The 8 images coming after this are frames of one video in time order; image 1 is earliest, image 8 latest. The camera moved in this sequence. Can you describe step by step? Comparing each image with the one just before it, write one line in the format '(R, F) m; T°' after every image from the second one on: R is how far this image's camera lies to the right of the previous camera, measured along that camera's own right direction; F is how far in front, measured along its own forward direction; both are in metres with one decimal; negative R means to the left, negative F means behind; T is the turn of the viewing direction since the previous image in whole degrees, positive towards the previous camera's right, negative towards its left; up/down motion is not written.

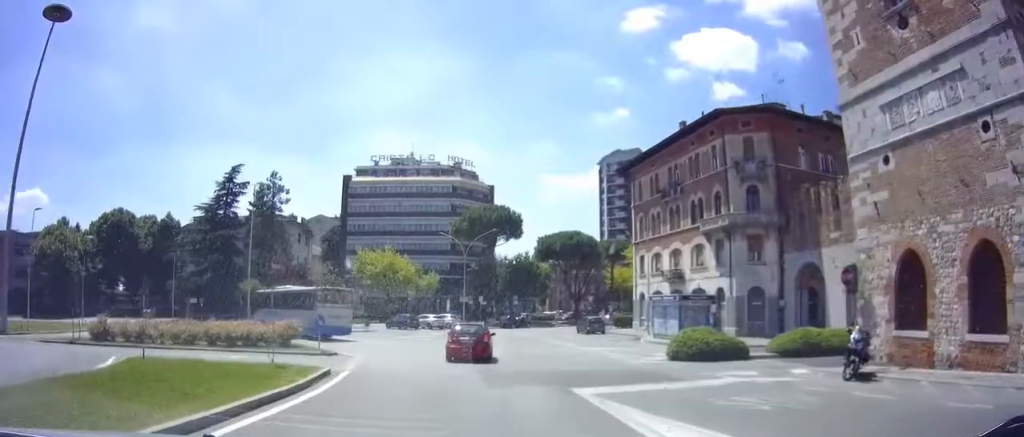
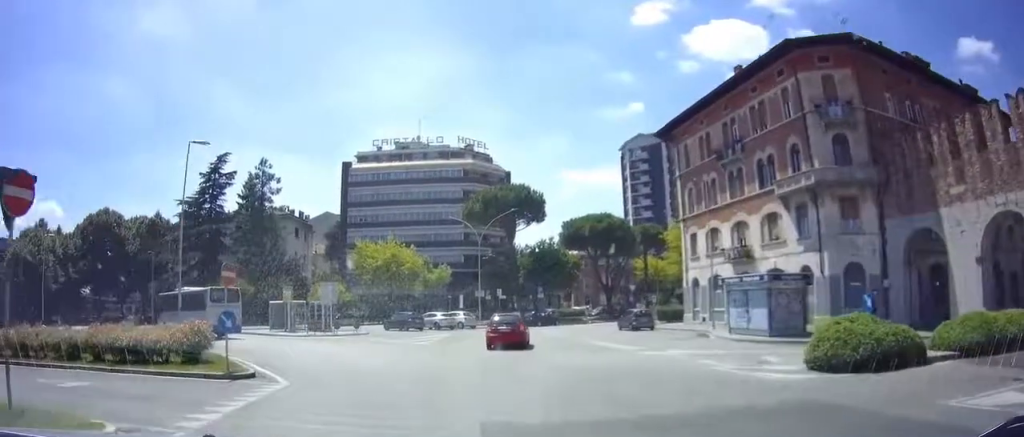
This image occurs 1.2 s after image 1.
(-0.3, +9.7) m; -5°
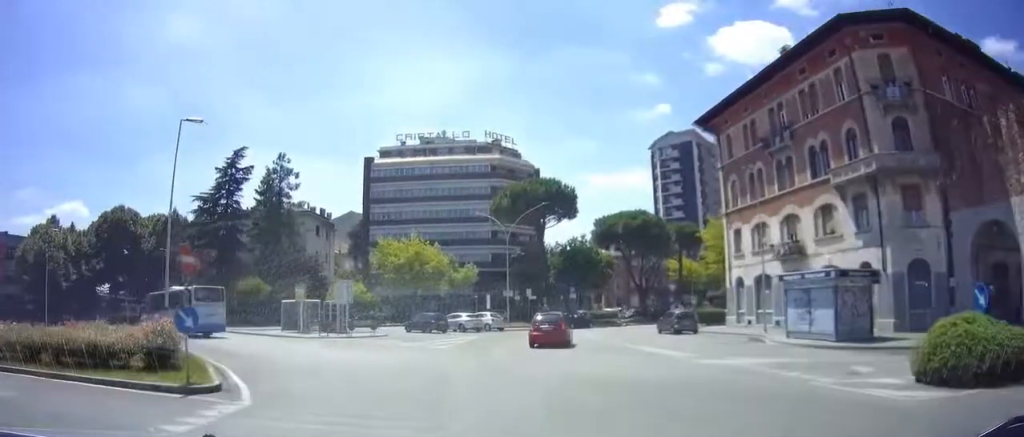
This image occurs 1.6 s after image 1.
(-0.1, +3.1) m; -3°
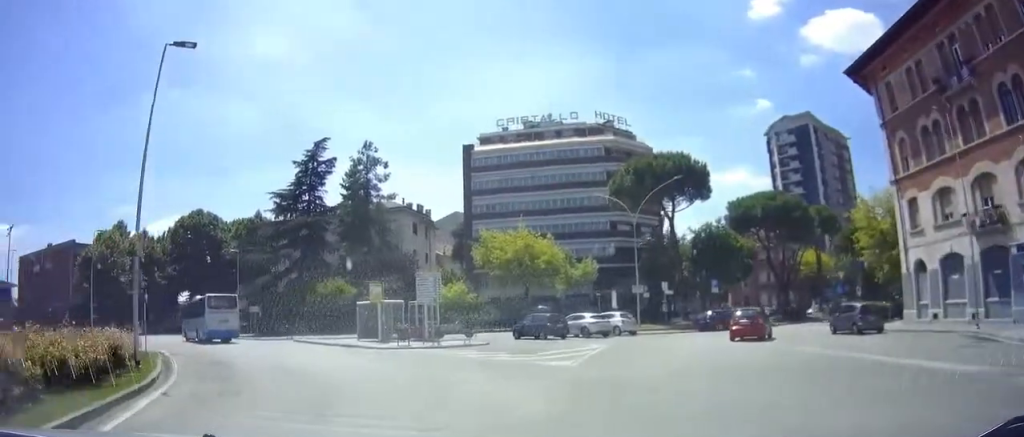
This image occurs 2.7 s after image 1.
(-0.5, +8.2) m; -10°
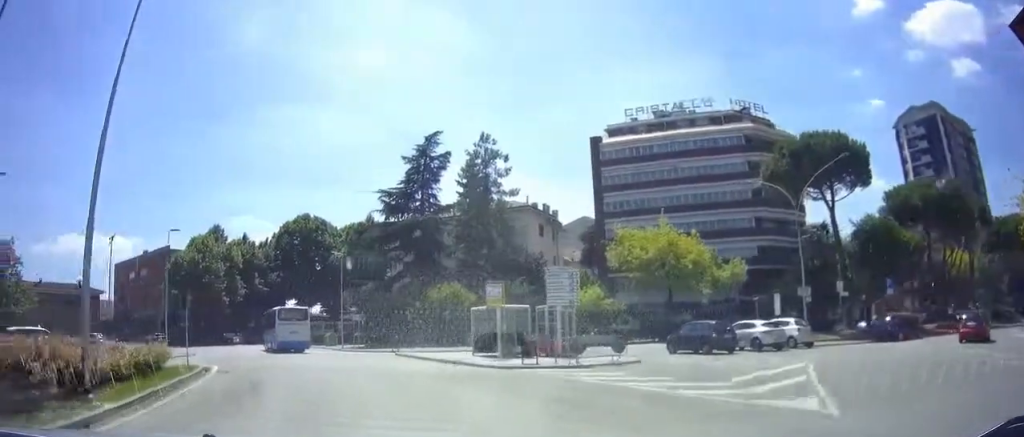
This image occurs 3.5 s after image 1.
(-0.5, +5.9) m; -11°
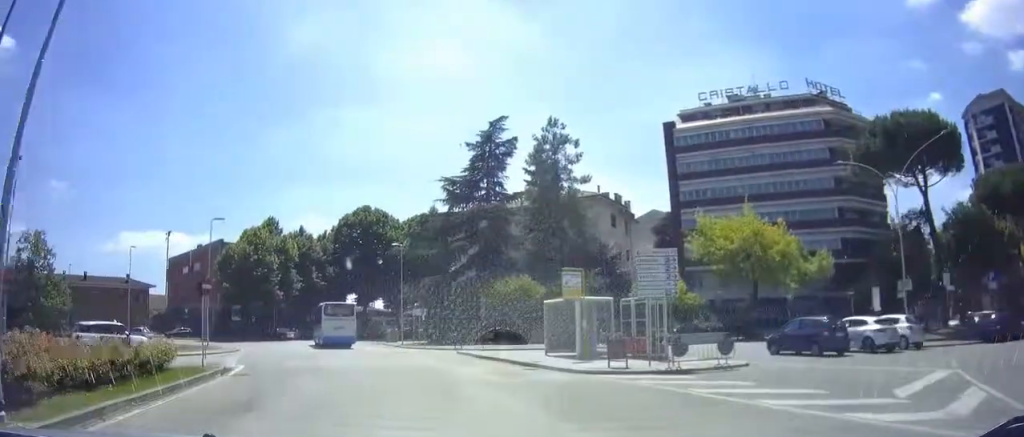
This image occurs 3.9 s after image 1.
(0.0, +3.6) m; -7°
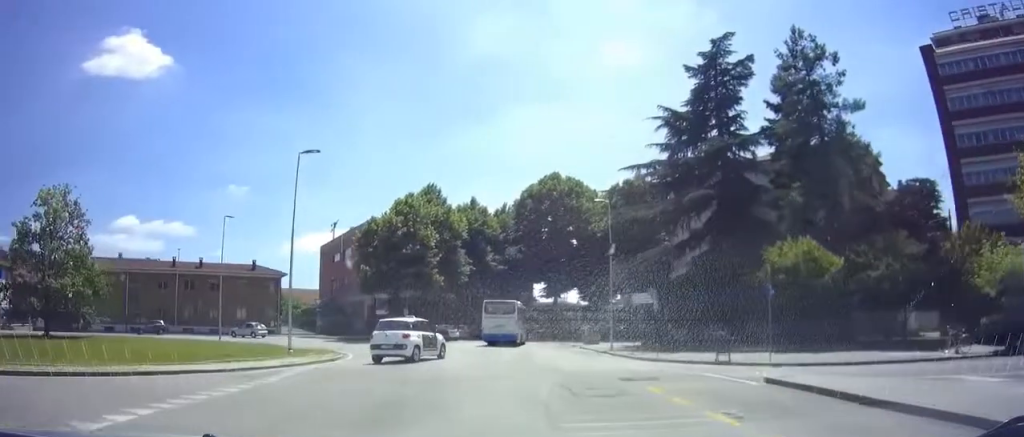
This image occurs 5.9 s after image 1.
(-3.4, +15.4) m; -19°
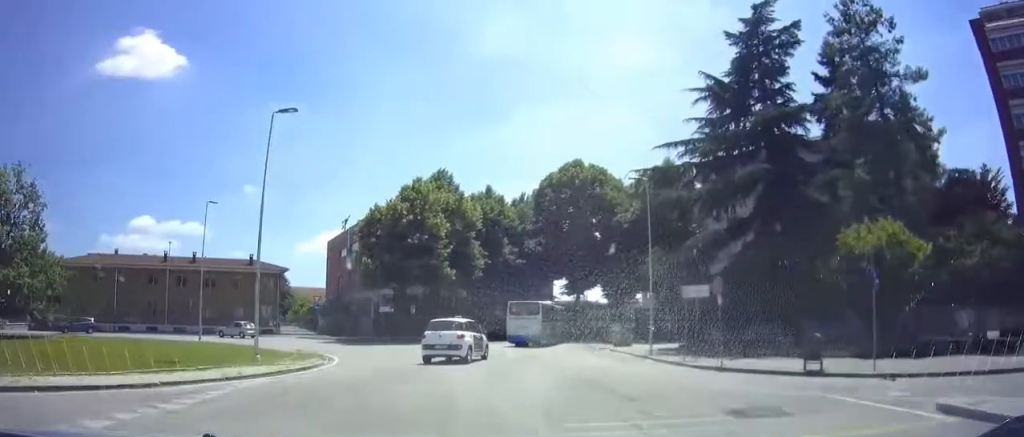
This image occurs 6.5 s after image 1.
(-0.2, +5.0) m; -1°
